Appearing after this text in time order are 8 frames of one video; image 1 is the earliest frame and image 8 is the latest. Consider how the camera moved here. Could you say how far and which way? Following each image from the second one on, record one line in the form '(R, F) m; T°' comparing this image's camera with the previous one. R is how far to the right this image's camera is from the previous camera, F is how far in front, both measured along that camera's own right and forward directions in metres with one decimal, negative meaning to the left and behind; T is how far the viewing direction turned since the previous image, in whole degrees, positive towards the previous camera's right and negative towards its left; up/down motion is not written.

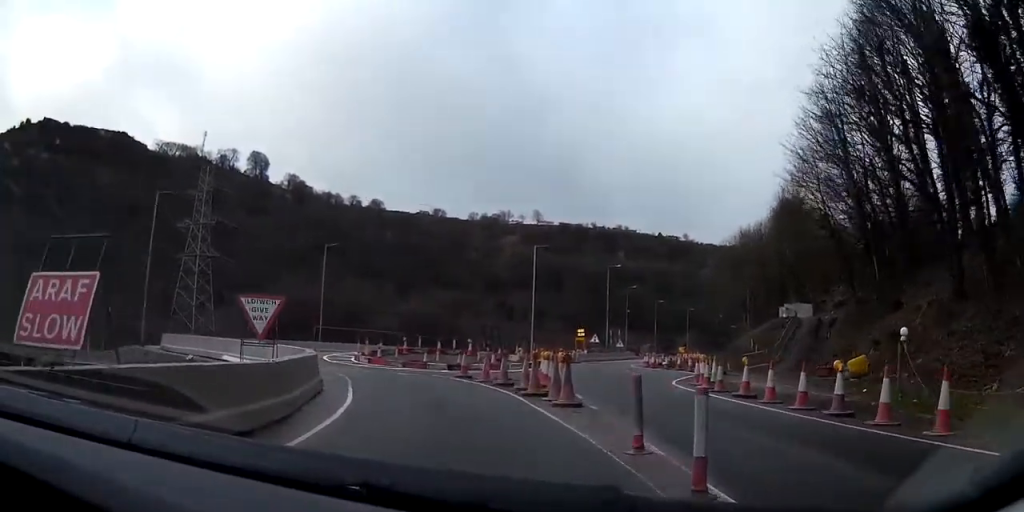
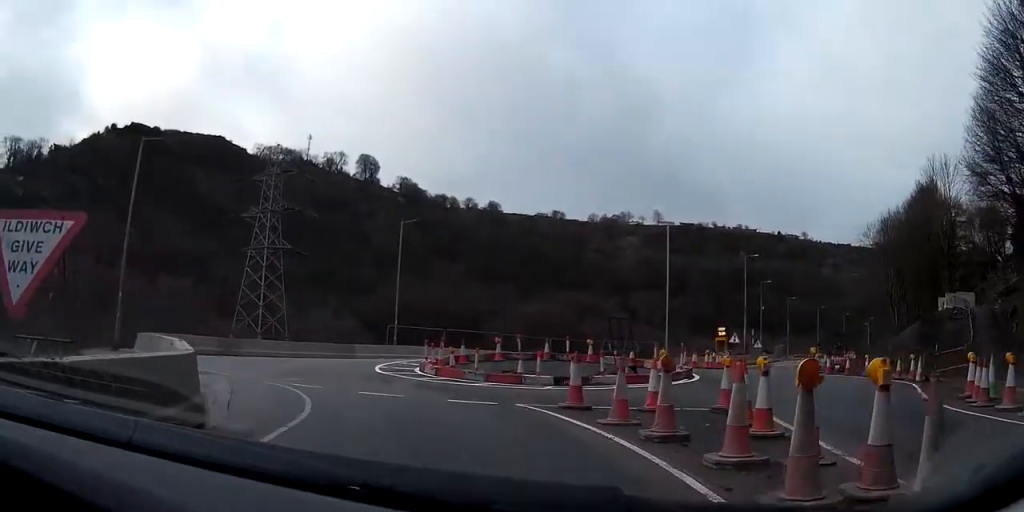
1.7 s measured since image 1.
(-1.6, +13.7) m; -15°
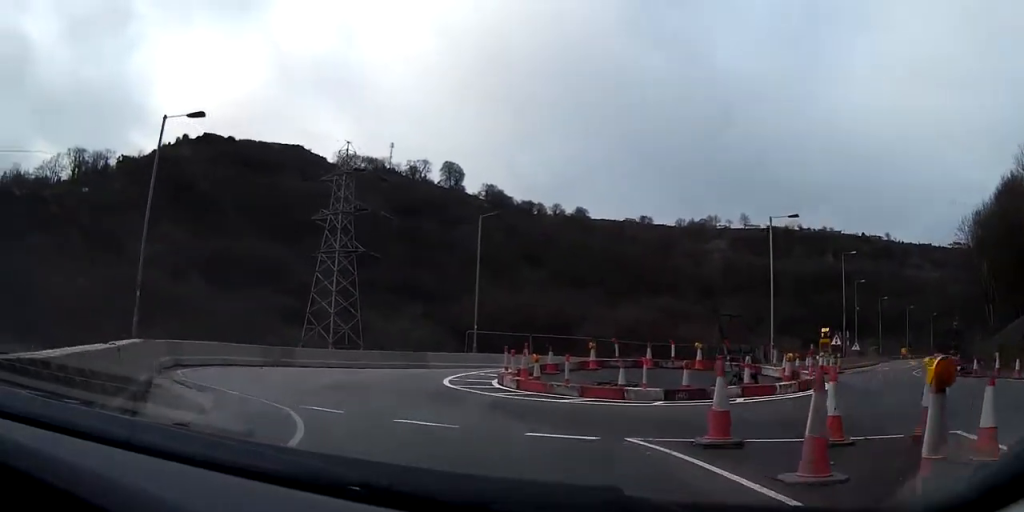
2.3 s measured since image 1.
(-0.2, +5.2) m; -5°
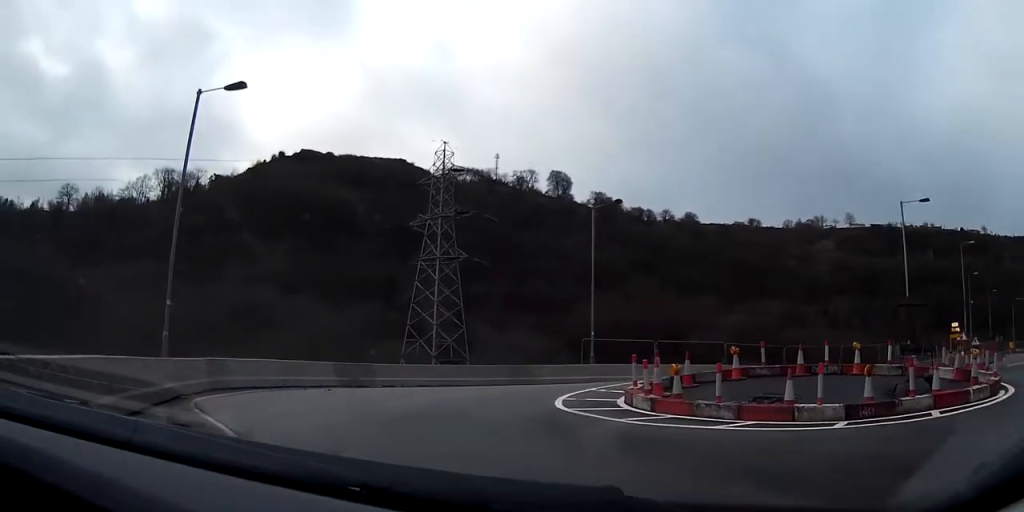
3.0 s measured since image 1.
(-0.3, +5.2) m; -4°
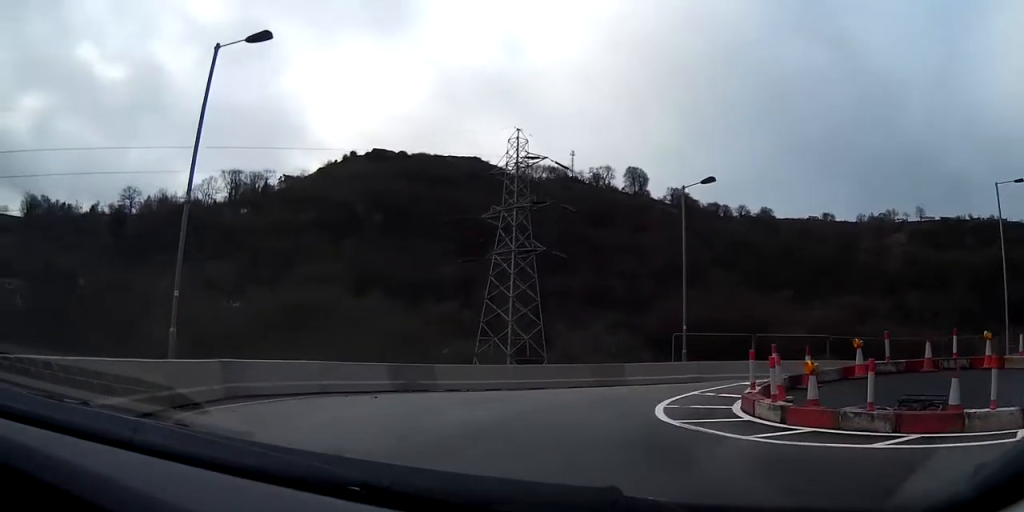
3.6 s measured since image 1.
(-0.1, +3.9) m; -3°
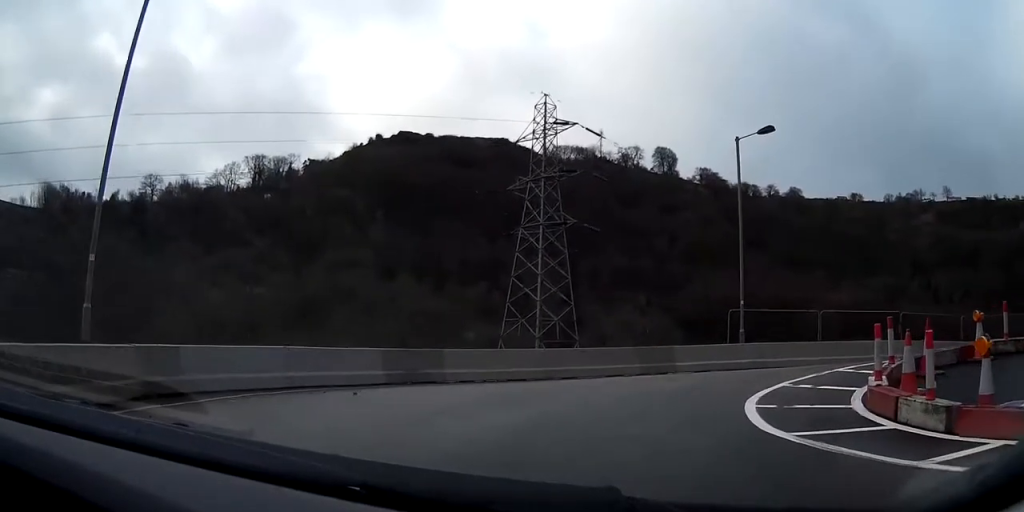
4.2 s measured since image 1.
(-0.2, +4.7) m; -1°
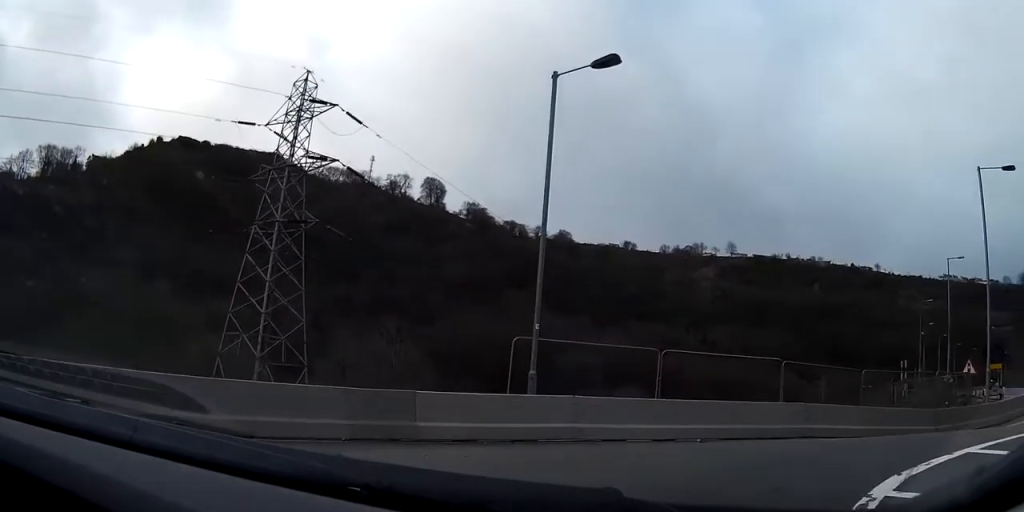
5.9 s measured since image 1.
(+0.8, +10.2) m; +17°
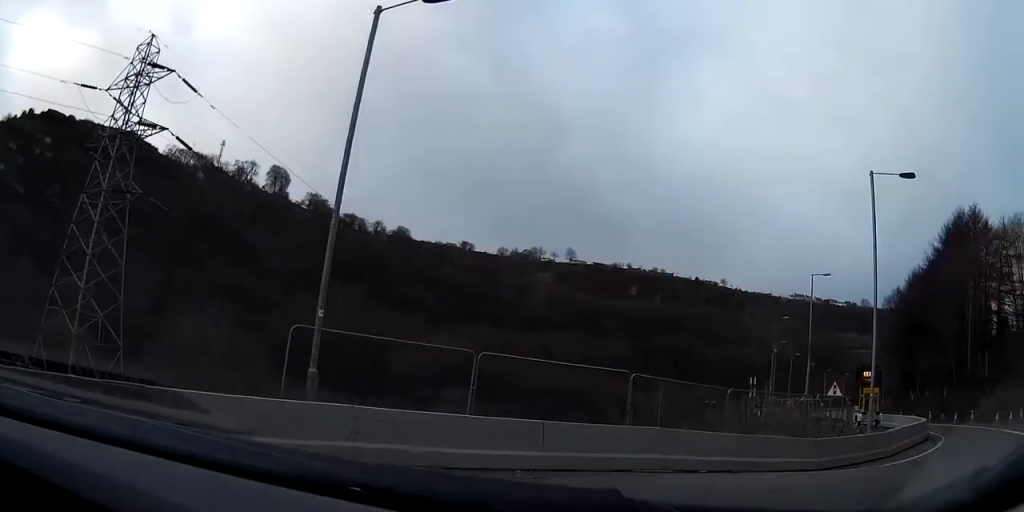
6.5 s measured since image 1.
(+0.1, +3.4) m; +12°
